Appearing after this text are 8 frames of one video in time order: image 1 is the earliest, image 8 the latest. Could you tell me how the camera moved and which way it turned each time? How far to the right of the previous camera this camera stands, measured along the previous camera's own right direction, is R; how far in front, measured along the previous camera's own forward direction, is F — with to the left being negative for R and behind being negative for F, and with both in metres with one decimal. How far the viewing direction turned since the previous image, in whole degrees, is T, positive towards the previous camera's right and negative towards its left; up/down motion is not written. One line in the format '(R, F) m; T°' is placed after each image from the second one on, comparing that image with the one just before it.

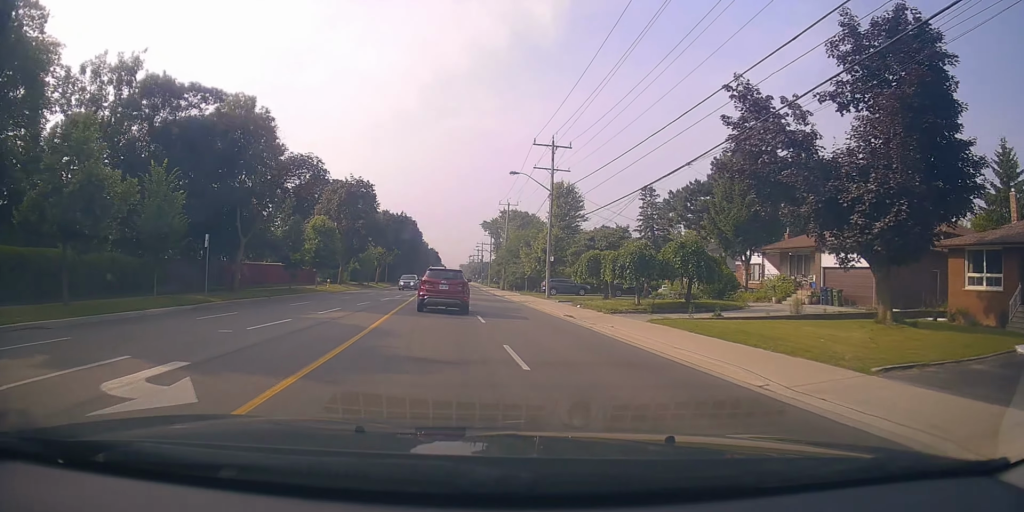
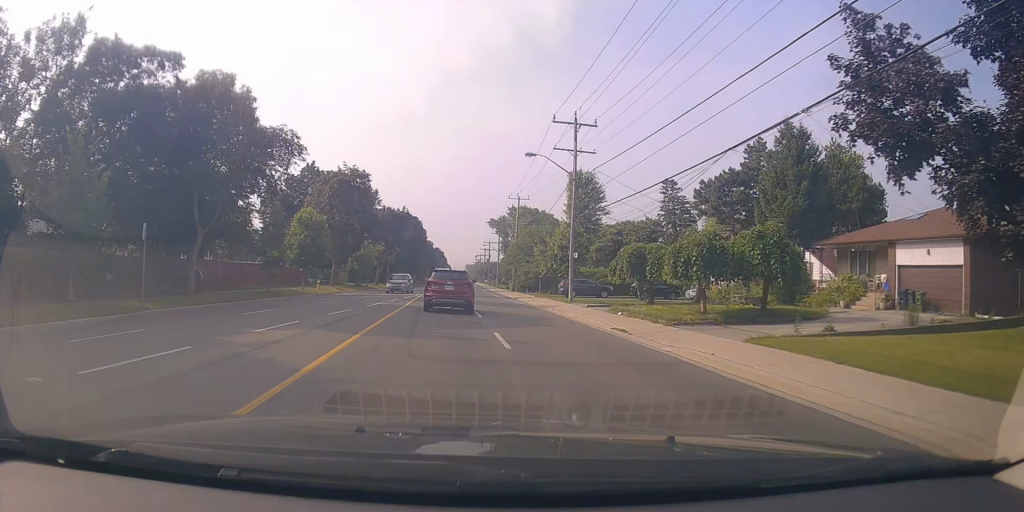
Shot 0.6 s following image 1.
(+0.2, +6.0) m; -2°
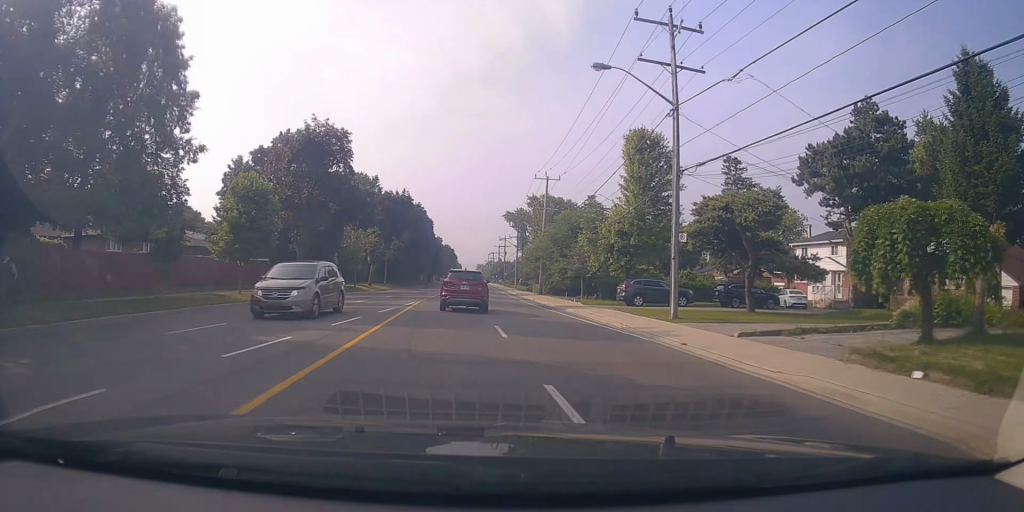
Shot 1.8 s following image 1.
(-0.9, +15.5) m; -3°
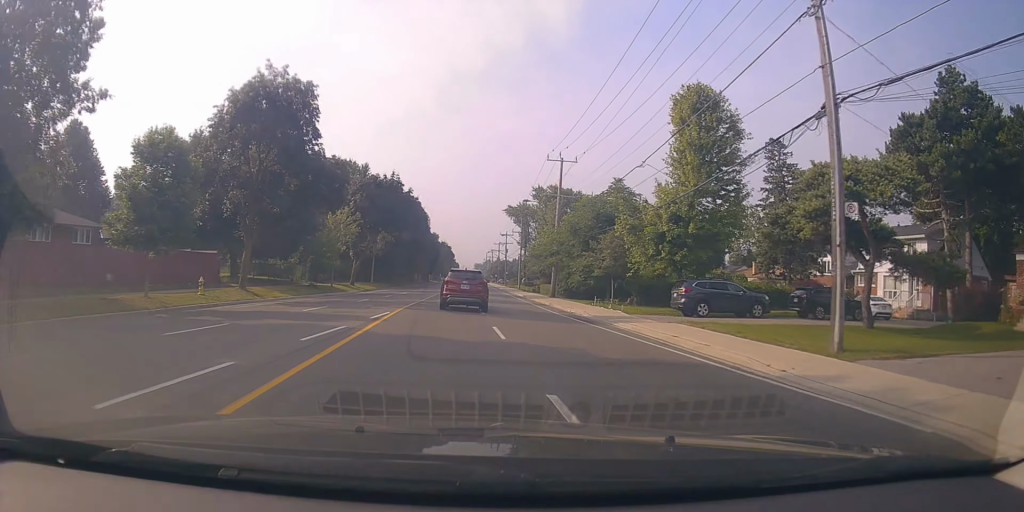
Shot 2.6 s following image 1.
(-0.2, +9.6) m; +1°
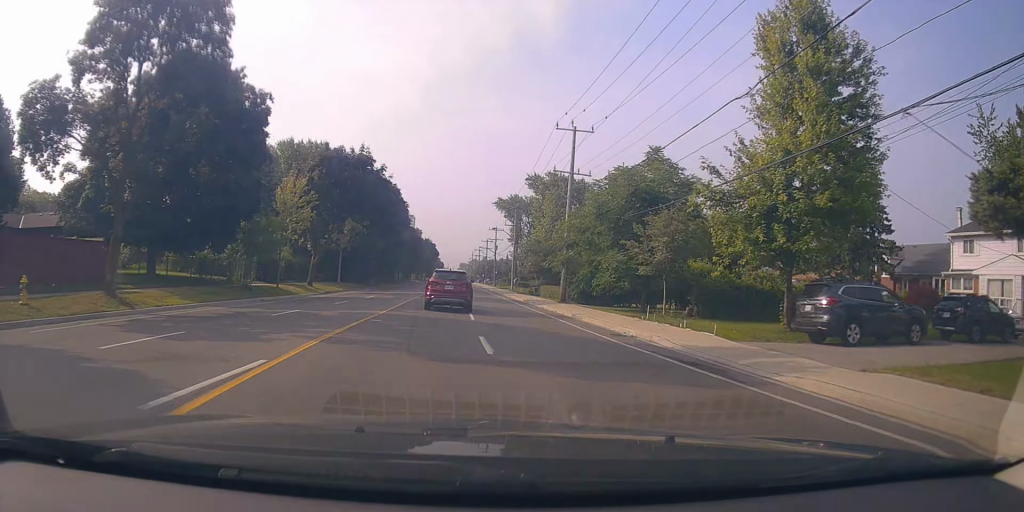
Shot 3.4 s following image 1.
(+0.4, +11.6) m; +4°
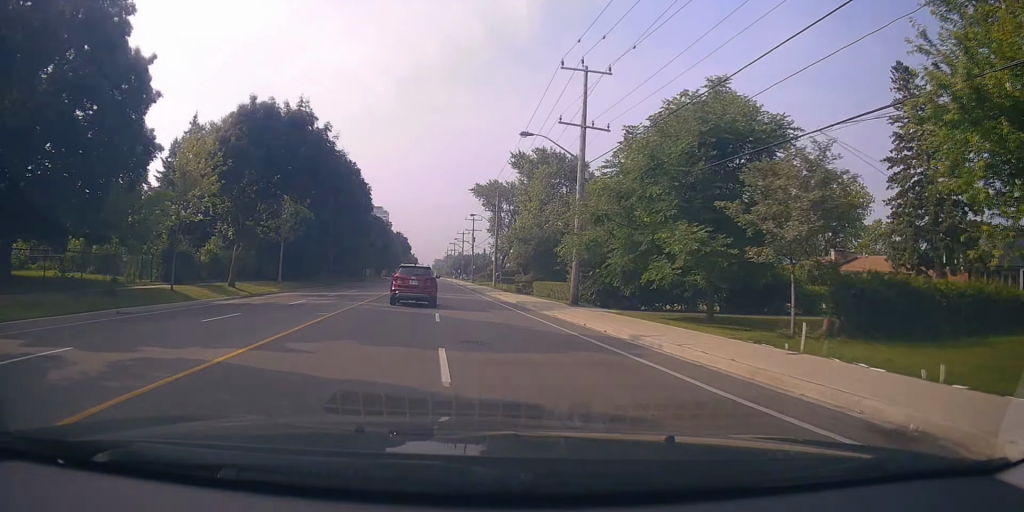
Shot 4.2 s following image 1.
(+0.4, +12.0) m; 0°
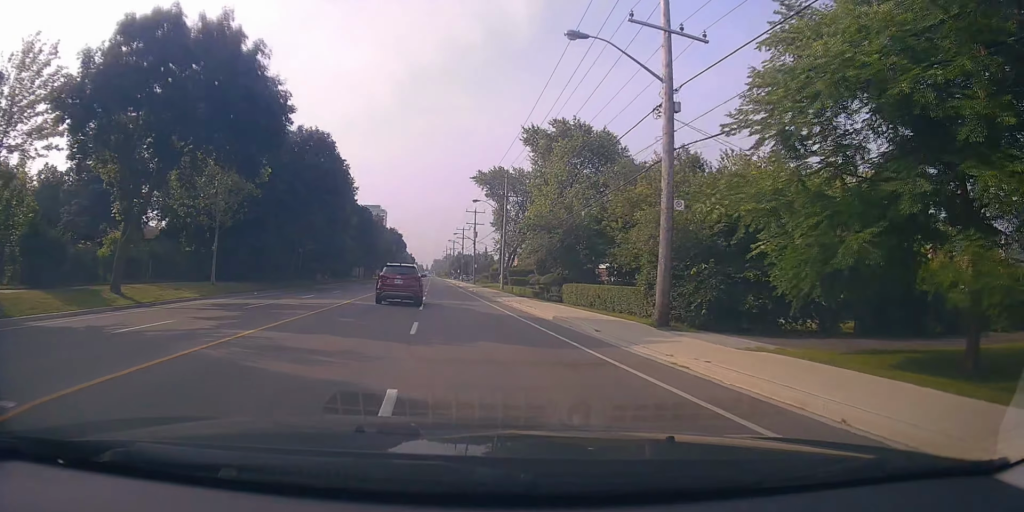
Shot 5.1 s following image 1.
(-0.3, +12.7) m; 0°
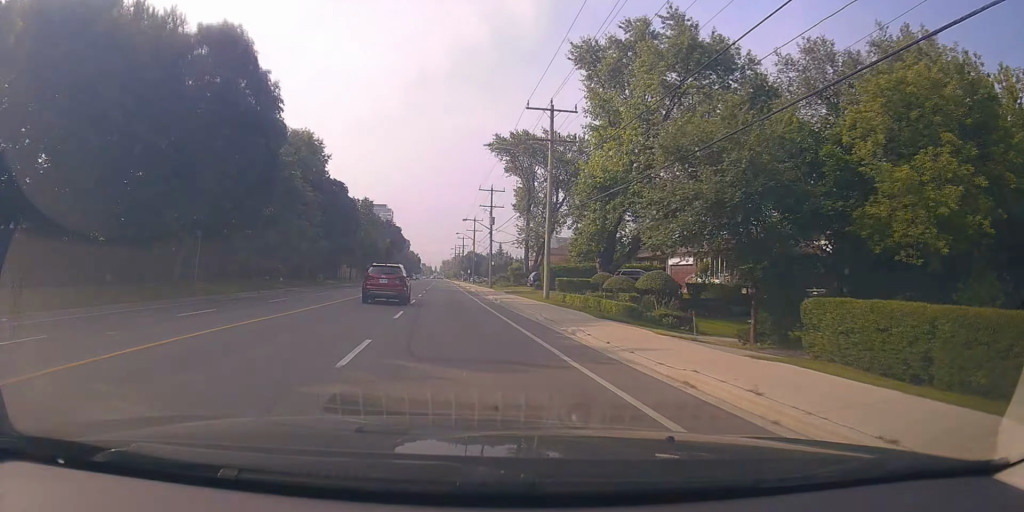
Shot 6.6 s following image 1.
(+0.6, +22.7) m; +1°
